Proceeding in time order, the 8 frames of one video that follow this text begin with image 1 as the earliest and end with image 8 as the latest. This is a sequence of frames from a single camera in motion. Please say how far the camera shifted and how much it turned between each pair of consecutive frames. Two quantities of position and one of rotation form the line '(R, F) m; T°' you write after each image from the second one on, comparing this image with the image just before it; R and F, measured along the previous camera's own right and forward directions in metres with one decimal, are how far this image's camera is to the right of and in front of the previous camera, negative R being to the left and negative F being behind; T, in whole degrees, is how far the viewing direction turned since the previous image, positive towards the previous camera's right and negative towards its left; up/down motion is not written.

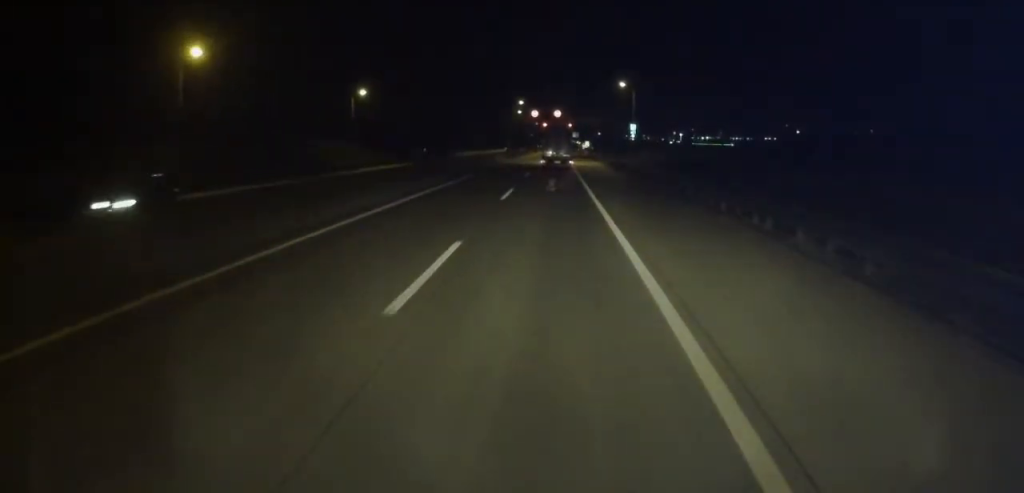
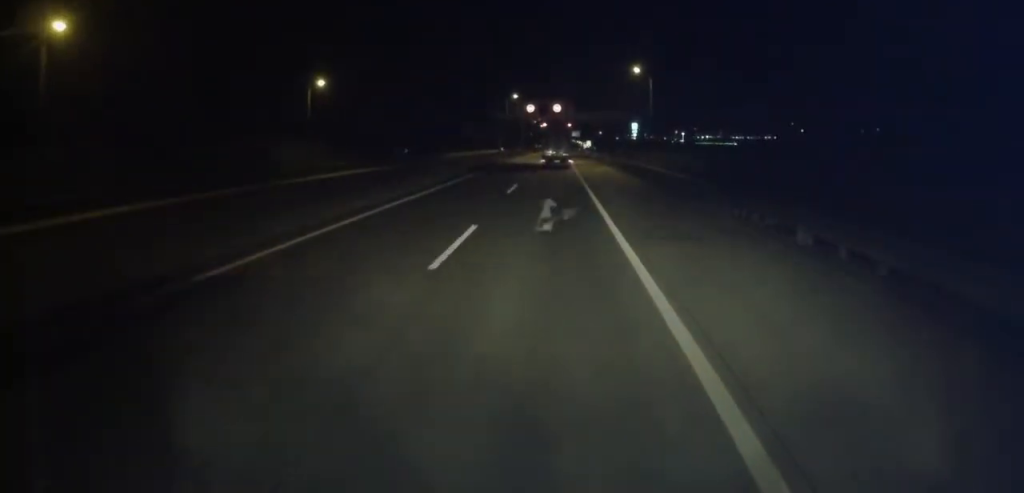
(+0.1, +14.2) m; 0°
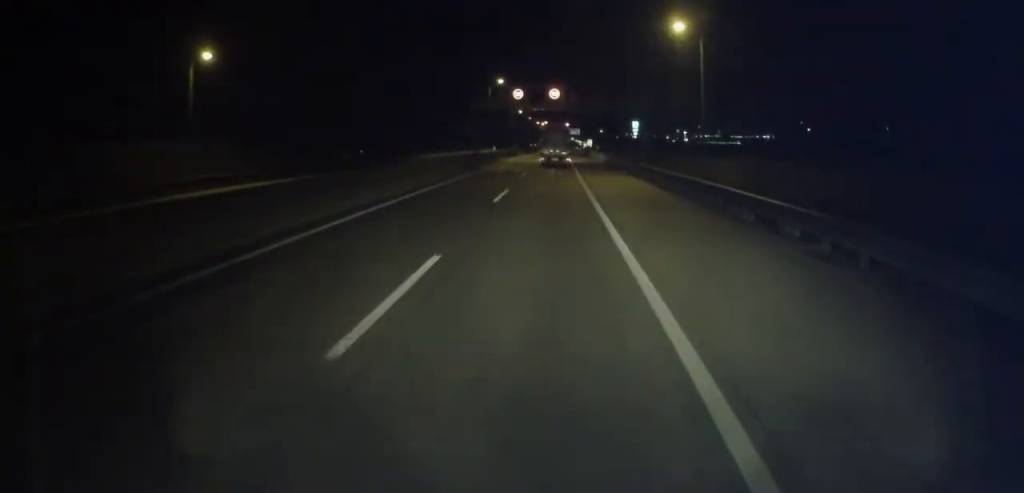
(0.0, +22.1) m; 0°
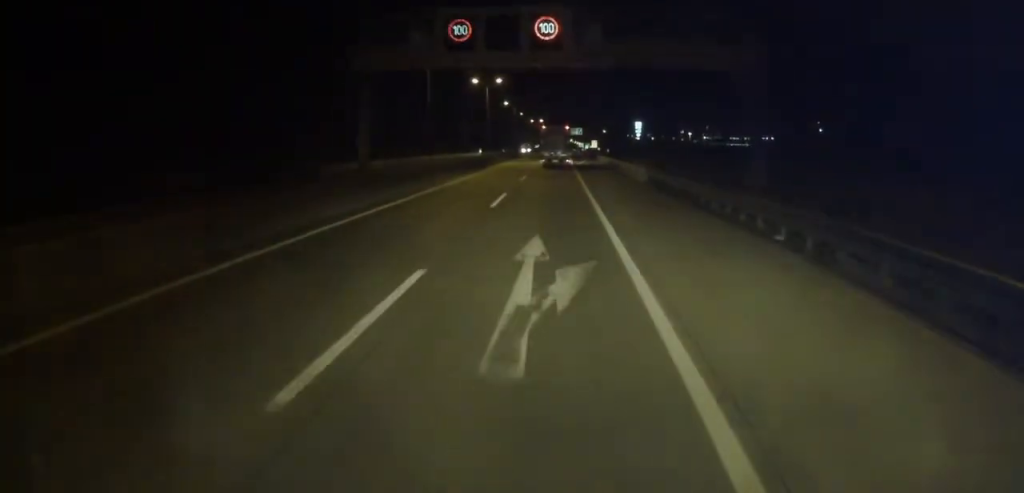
(0.0, +33.8) m; -1°
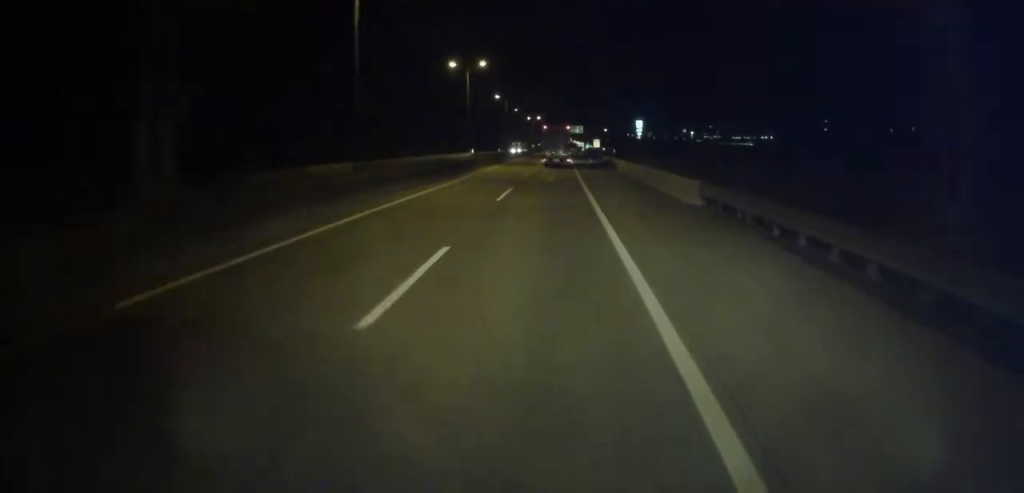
(-0.2, +13.0) m; 0°
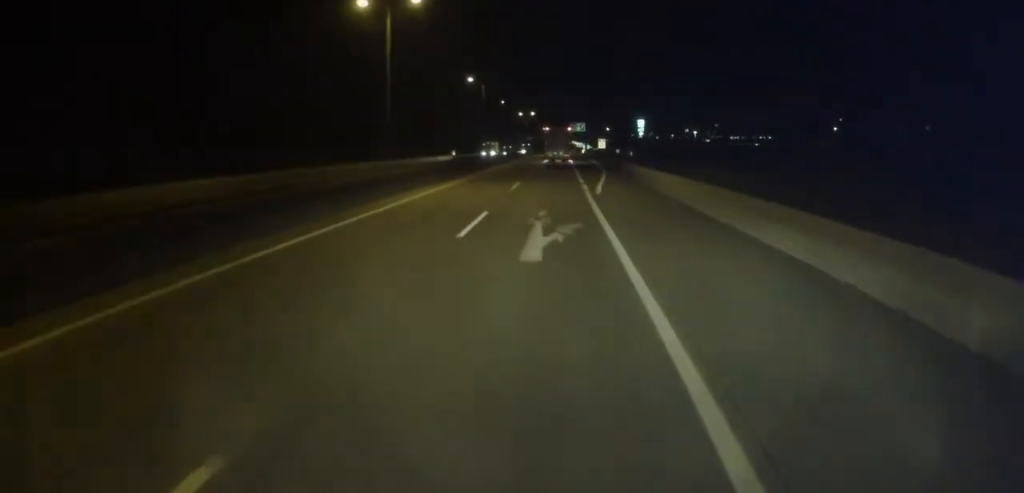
(0.0, +23.3) m; +1°
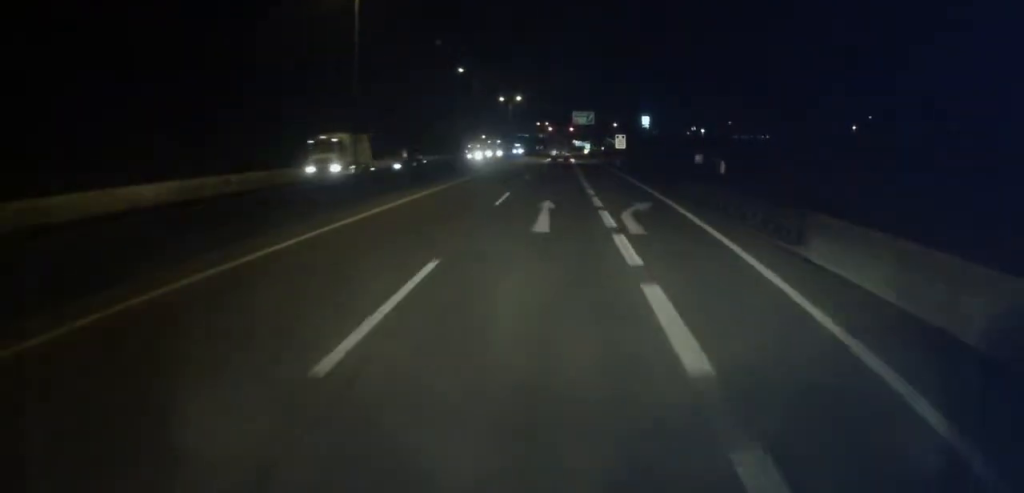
(+0.5, +45.0) m; +1°
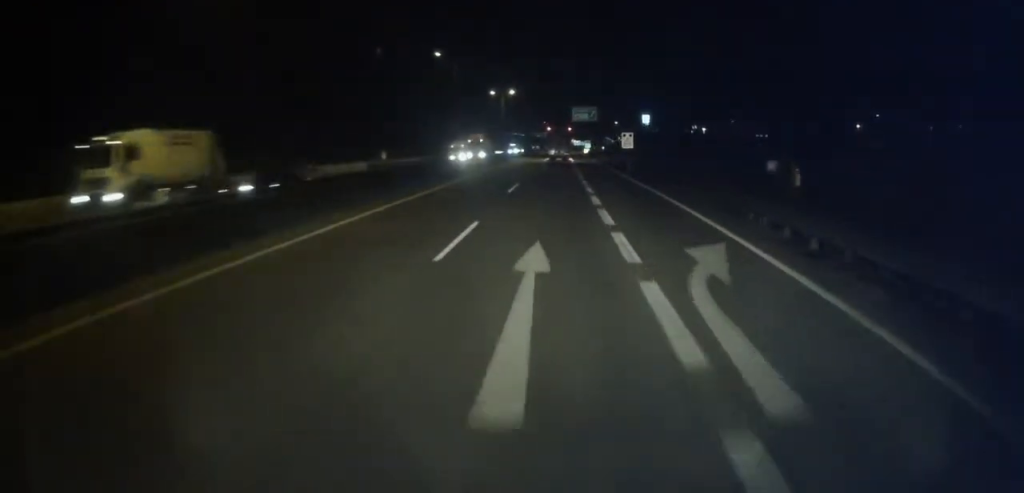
(0.0, +13.0) m; 0°
